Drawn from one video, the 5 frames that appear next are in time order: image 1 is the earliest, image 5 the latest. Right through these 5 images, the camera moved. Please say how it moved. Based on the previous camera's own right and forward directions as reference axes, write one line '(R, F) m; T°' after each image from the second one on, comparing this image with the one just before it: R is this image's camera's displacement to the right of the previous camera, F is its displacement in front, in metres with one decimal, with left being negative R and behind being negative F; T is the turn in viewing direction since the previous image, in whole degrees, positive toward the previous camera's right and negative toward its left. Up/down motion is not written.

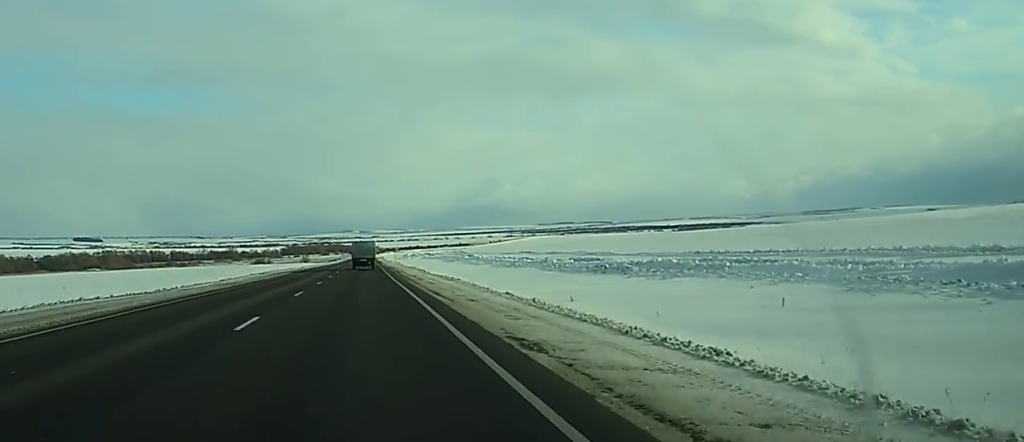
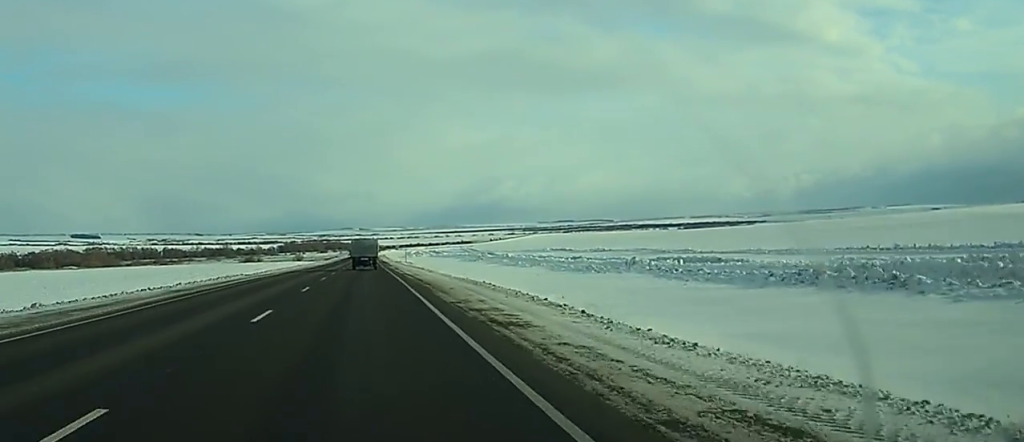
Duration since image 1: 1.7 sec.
(+0.1, +46.0) m; 0°
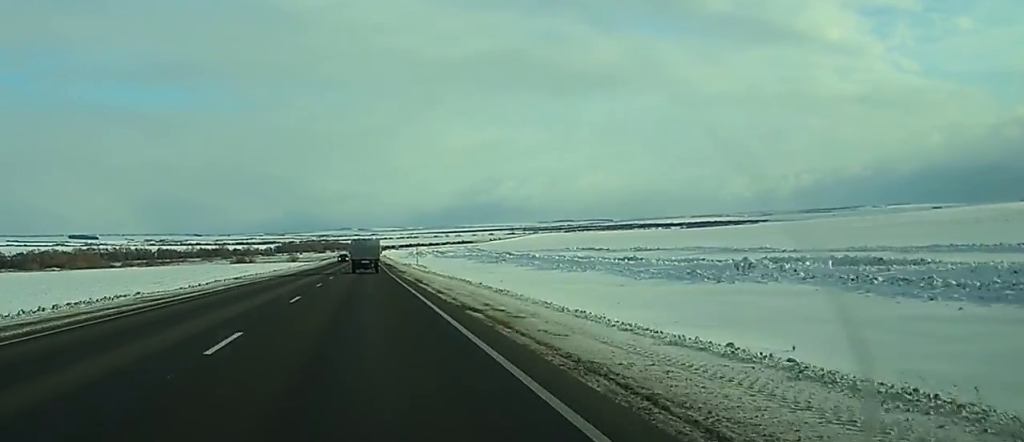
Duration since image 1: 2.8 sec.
(-0.1, +28.6) m; 0°
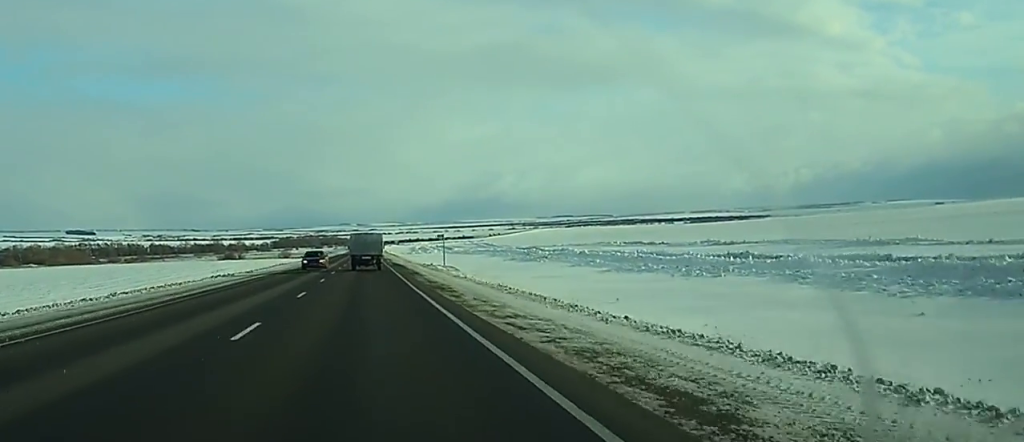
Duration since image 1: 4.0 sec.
(-0.1, +33.6) m; 0°
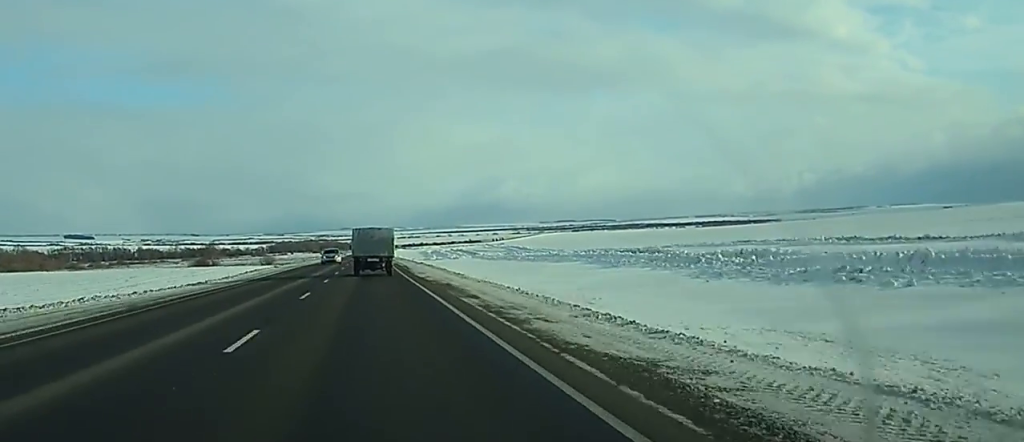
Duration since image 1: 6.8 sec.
(+0.1, +72.4) m; 0°
